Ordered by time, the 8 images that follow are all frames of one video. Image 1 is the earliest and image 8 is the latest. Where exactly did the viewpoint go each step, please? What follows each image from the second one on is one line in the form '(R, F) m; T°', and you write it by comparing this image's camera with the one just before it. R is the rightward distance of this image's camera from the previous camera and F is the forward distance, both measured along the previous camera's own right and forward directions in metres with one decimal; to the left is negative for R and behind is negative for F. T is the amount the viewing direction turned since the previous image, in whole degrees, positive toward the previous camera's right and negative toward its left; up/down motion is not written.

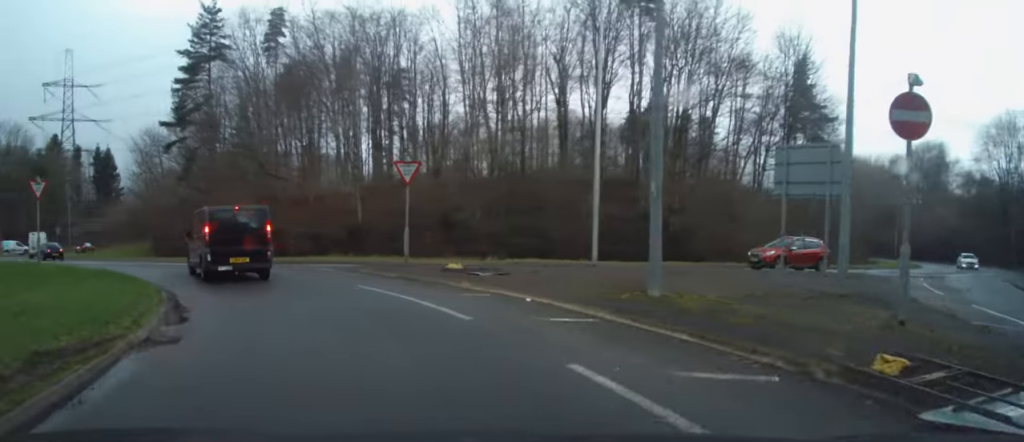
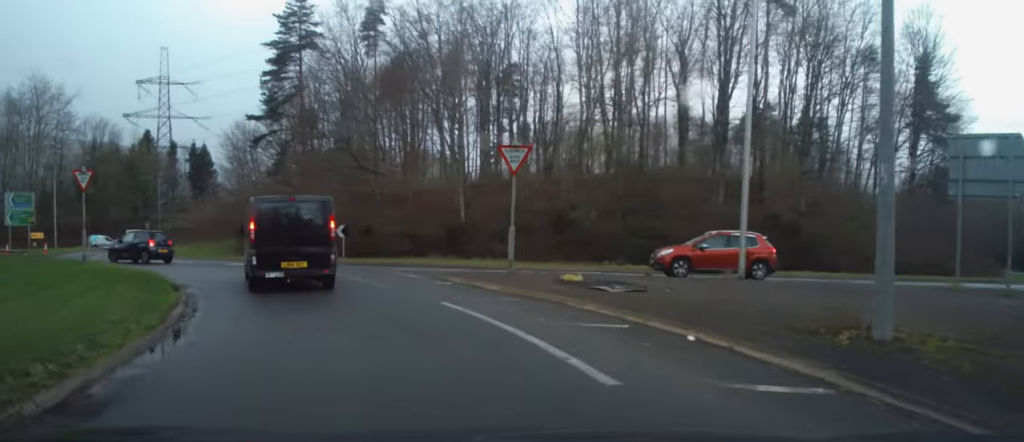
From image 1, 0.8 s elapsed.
(-0.4, +4.3) m; -7°
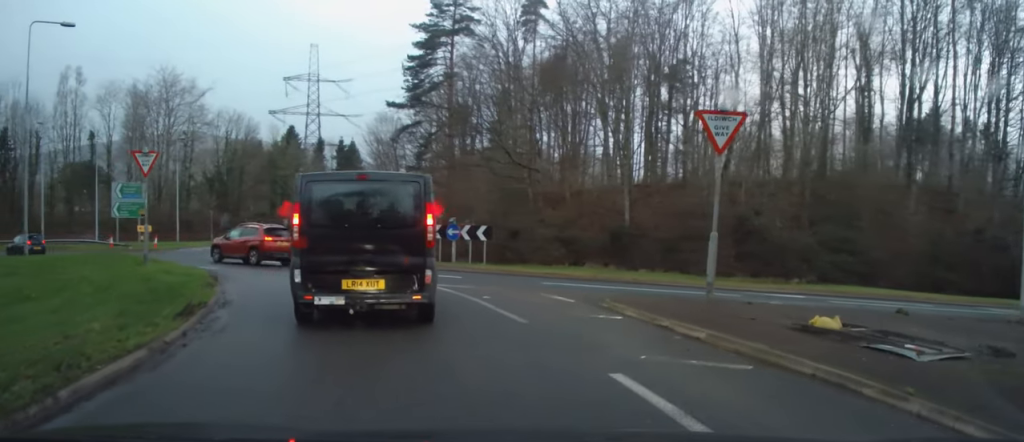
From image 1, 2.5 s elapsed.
(-0.9, +6.1) m; -16°
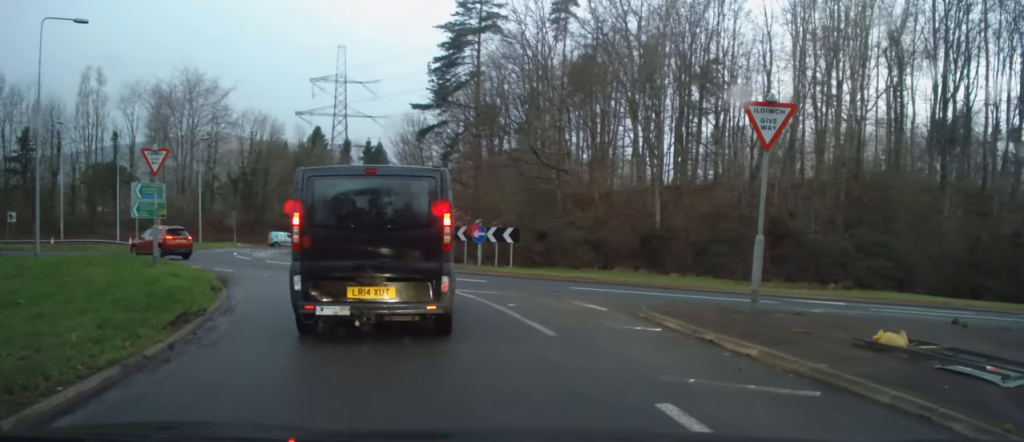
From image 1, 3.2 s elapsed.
(+0.2, +1.0) m; 0°
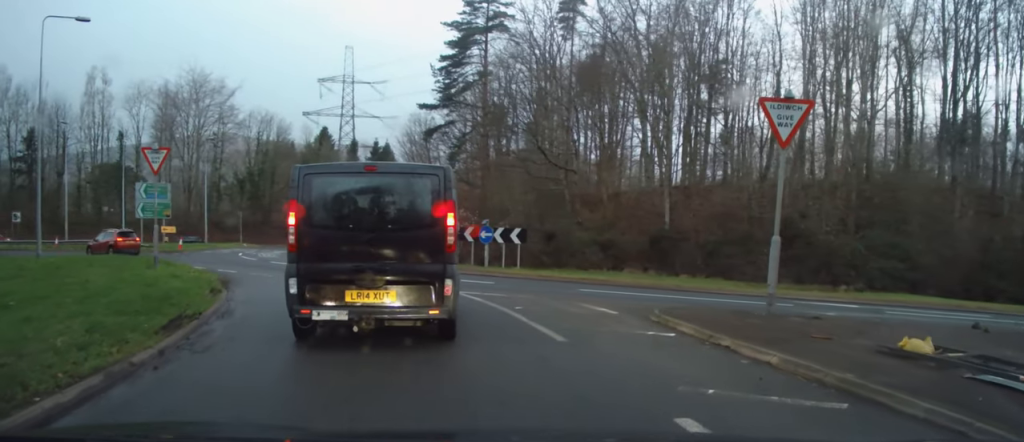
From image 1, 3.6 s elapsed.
(+0.1, +0.6) m; 0°
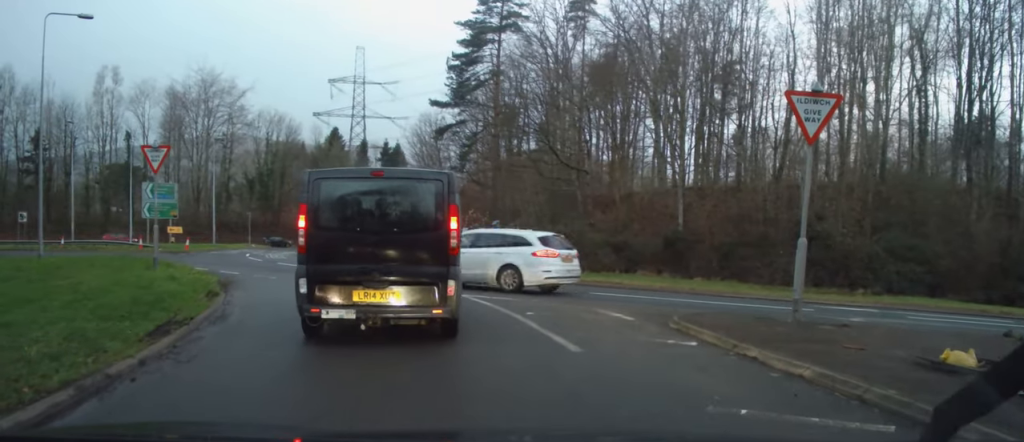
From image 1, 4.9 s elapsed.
(-0.1, +0.6) m; 0°
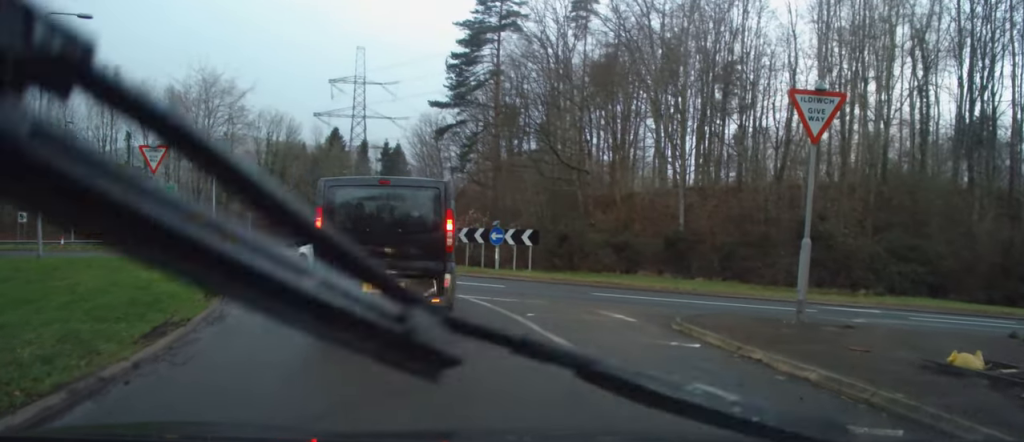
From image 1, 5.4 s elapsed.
(0.0, +0.1) m; 0°
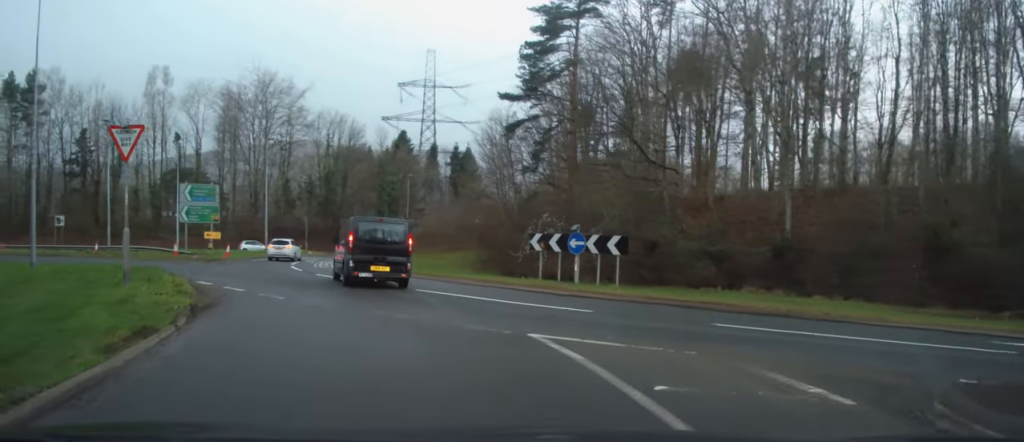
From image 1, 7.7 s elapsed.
(0.0, +2.5) m; -17°
